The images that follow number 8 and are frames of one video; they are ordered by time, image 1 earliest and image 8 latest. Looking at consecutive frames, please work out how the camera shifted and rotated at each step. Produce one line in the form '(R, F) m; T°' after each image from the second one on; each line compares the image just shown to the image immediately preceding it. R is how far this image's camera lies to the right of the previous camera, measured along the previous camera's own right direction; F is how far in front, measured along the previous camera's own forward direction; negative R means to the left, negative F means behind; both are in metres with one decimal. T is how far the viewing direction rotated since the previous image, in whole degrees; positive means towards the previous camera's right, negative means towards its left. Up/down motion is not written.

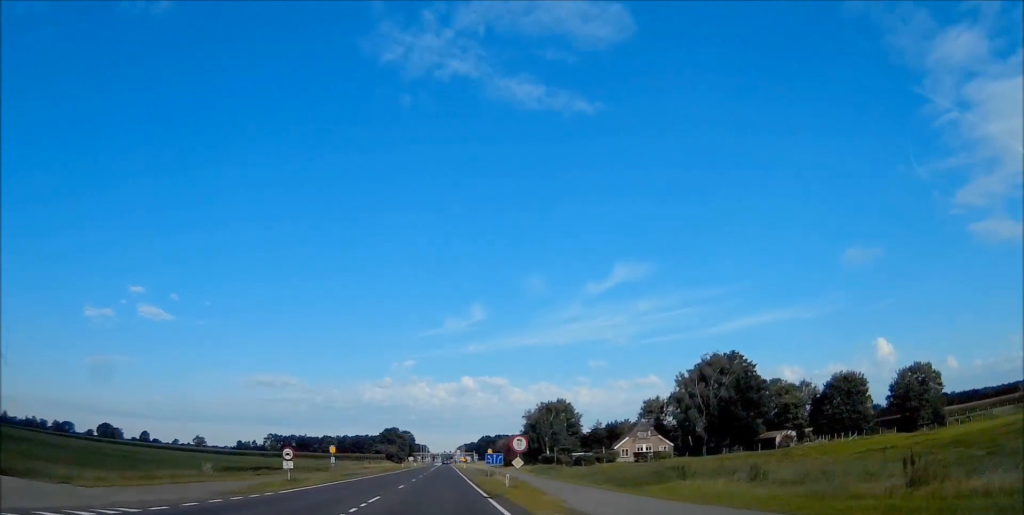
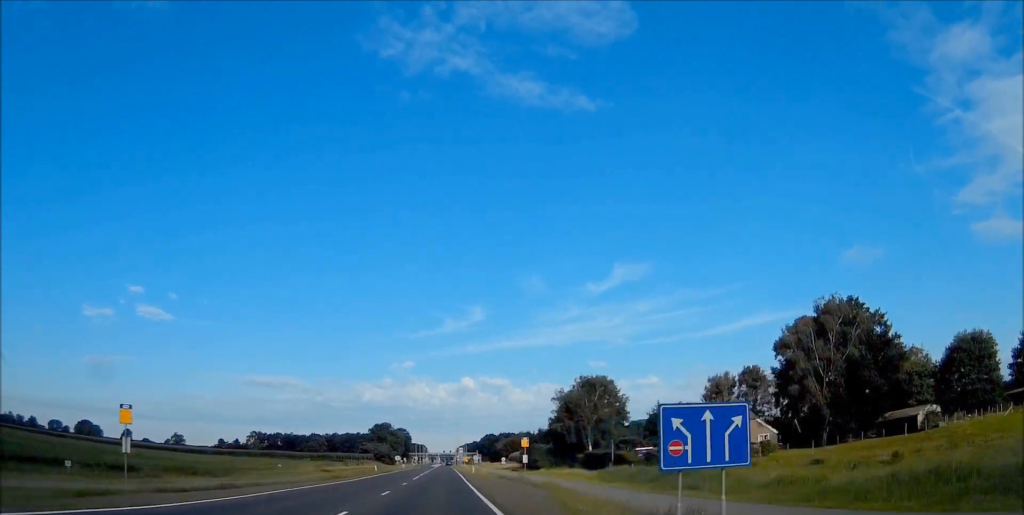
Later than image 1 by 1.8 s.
(0.0, +42.8) m; 0°
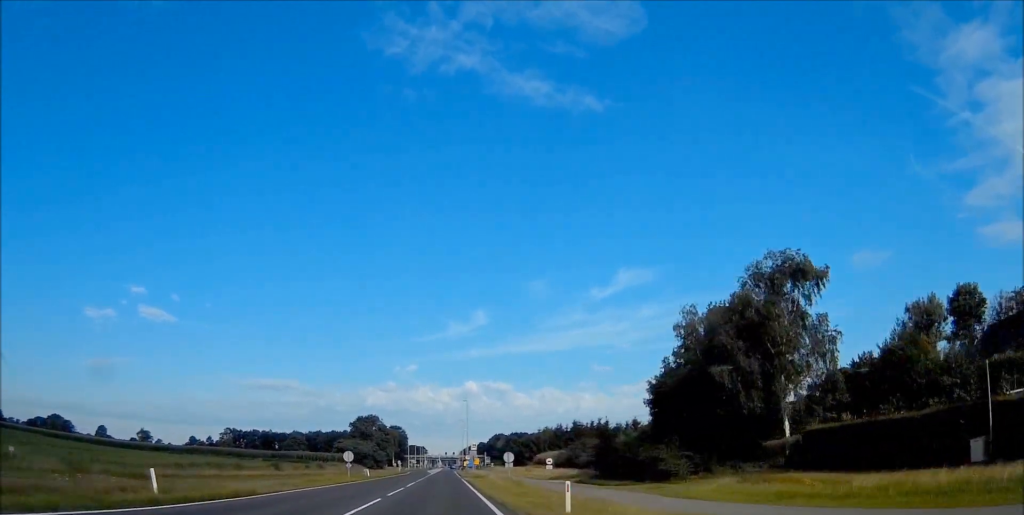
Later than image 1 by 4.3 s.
(+0.2, +58.9) m; 0°
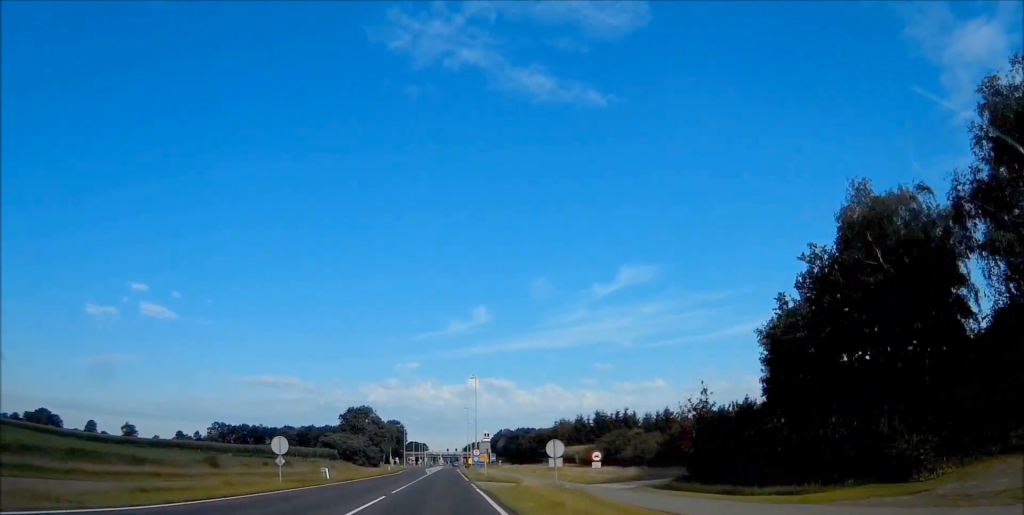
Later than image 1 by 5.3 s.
(+0.1, +23.9) m; 0°
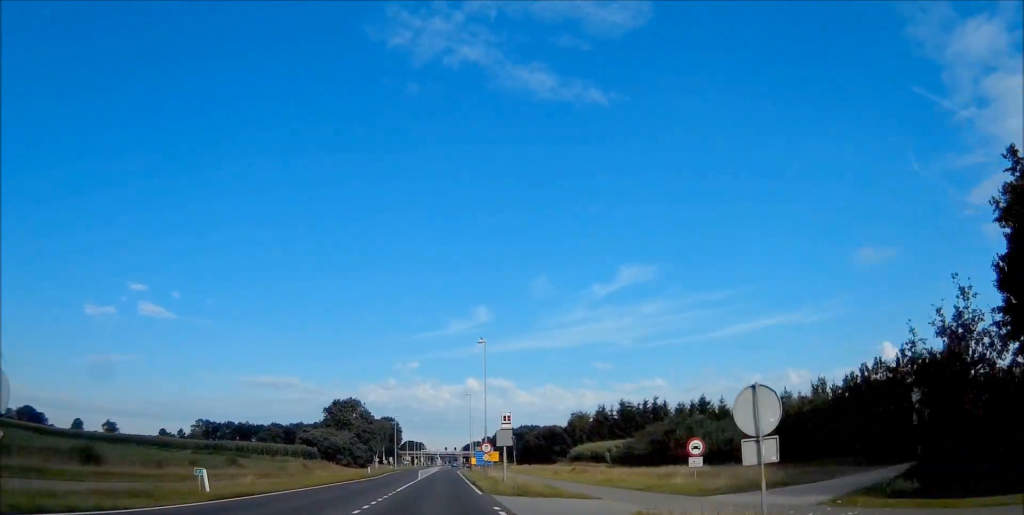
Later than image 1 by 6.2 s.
(0.0, +22.3) m; 0°
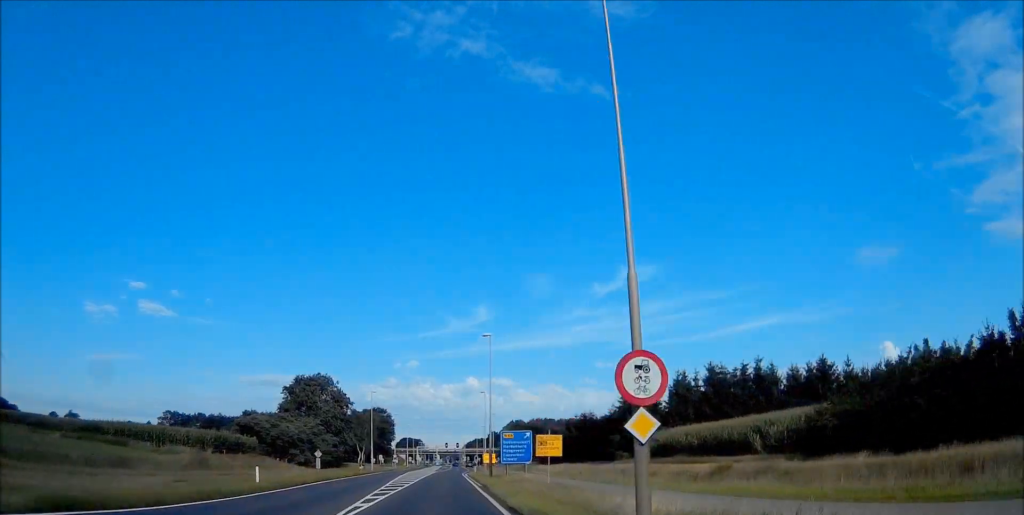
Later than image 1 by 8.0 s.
(0.0, +42.7) m; 0°
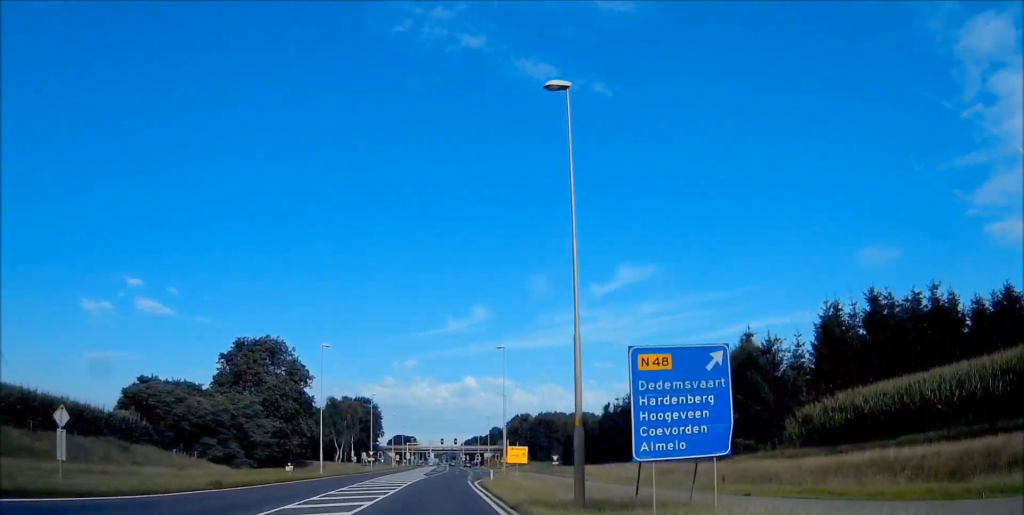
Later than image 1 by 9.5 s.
(+0.2, +33.6) m; +1°
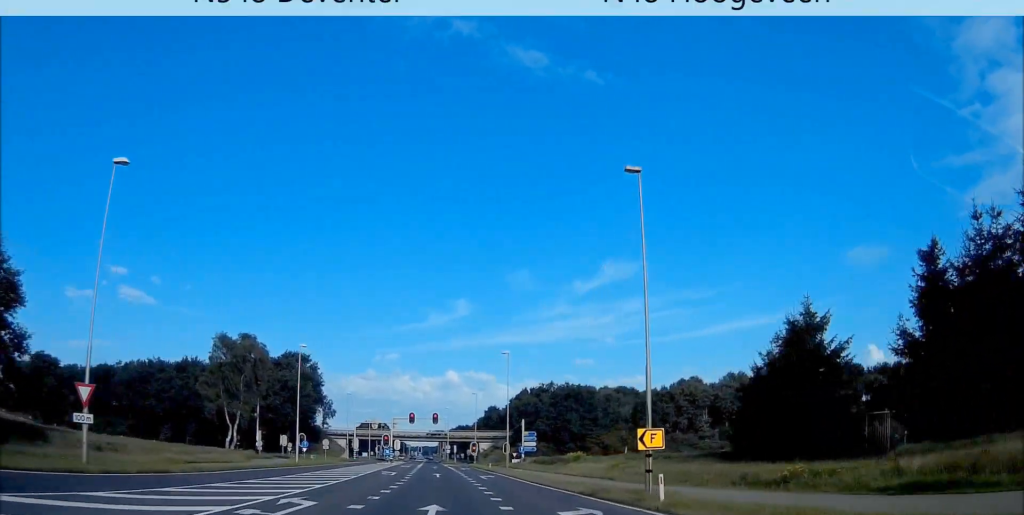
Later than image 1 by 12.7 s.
(+0.7, +66.8) m; +1°
